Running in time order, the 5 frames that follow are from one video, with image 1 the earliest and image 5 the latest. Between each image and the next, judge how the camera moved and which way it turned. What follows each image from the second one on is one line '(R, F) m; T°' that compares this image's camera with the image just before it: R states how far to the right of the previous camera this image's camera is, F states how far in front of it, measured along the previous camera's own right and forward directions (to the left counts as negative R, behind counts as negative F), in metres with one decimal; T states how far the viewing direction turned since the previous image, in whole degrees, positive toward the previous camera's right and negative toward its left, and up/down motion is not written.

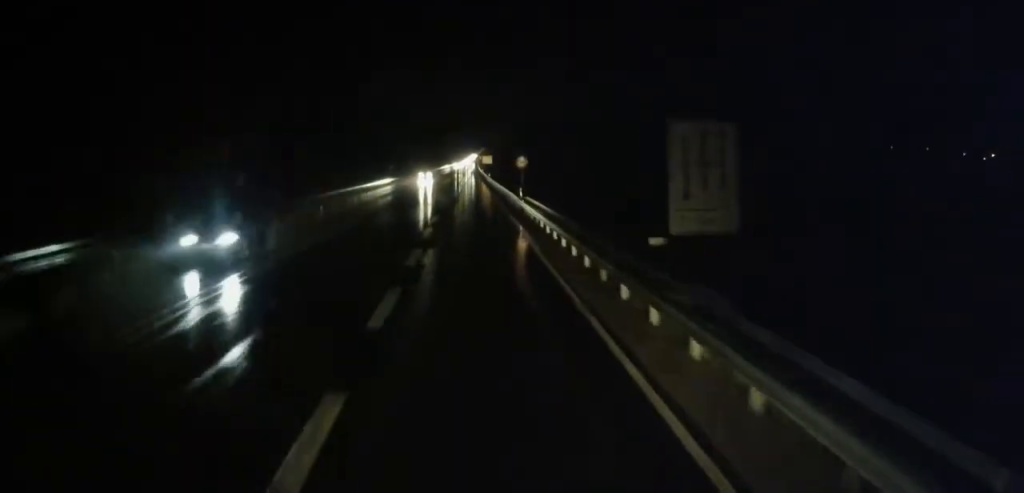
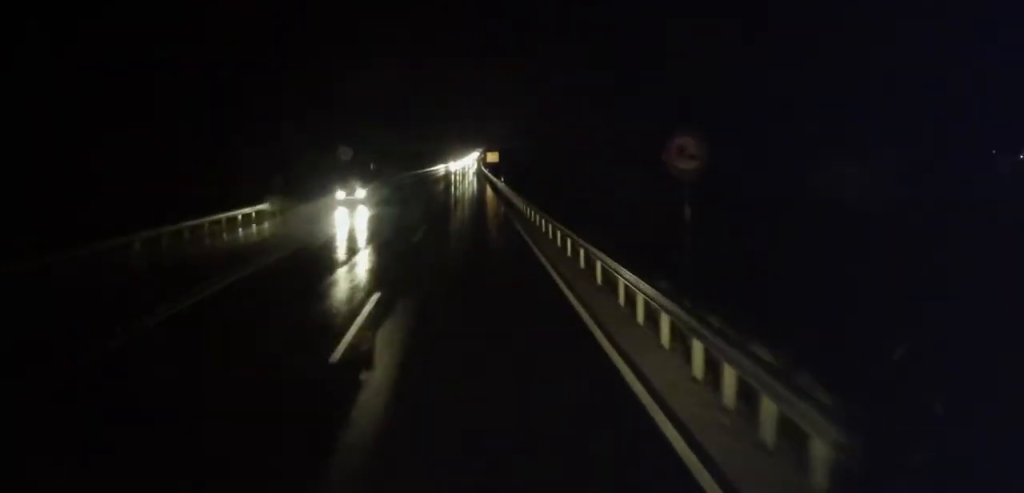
(0.0, +29.1) m; -1°
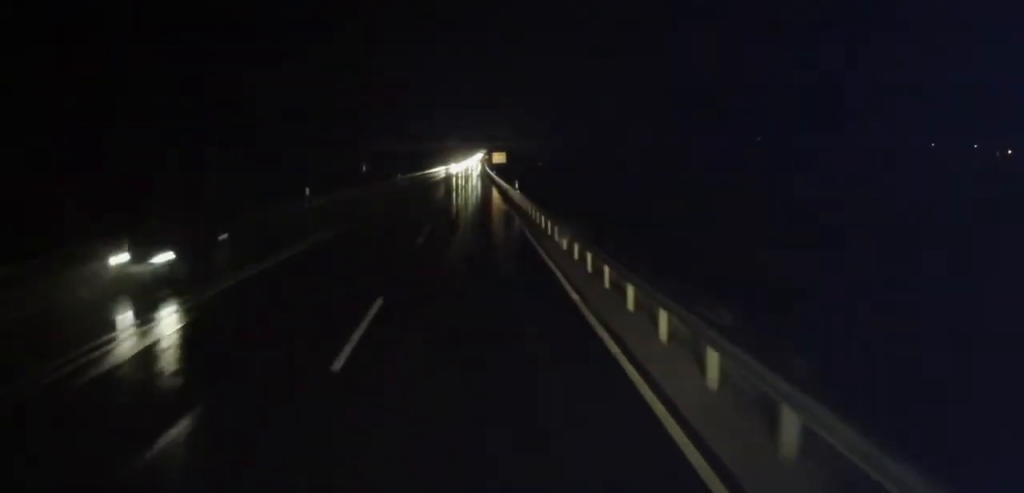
(-0.3, +12.1) m; 0°
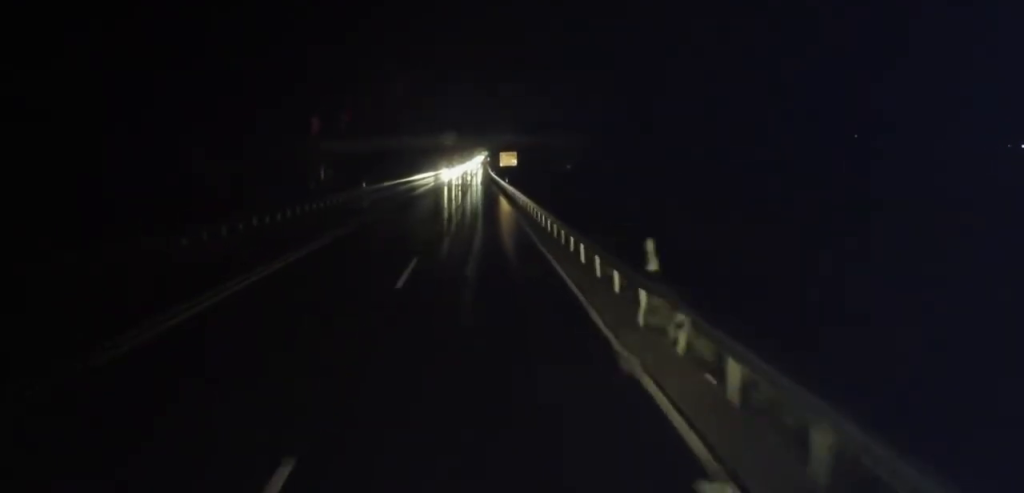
(+0.6, +30.3) m; +2°
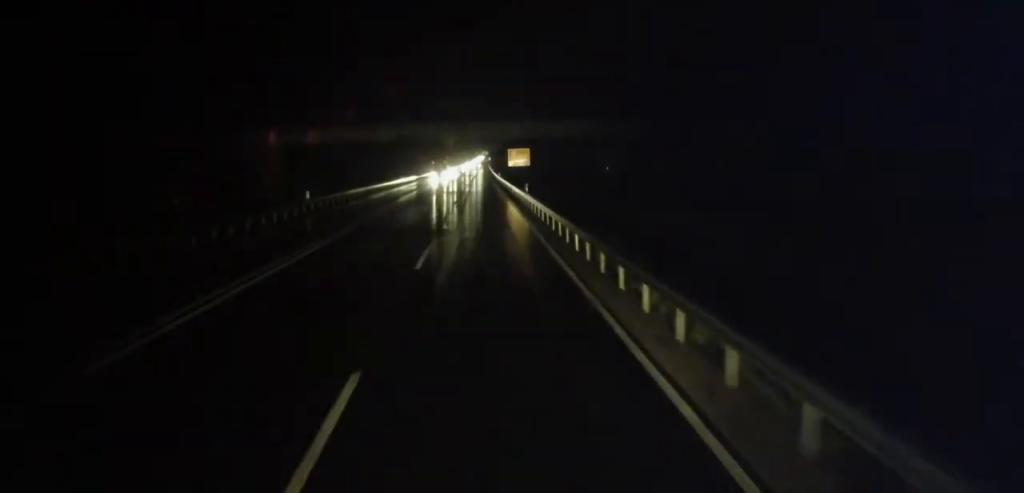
(0.0, +21.1) m; 0°
